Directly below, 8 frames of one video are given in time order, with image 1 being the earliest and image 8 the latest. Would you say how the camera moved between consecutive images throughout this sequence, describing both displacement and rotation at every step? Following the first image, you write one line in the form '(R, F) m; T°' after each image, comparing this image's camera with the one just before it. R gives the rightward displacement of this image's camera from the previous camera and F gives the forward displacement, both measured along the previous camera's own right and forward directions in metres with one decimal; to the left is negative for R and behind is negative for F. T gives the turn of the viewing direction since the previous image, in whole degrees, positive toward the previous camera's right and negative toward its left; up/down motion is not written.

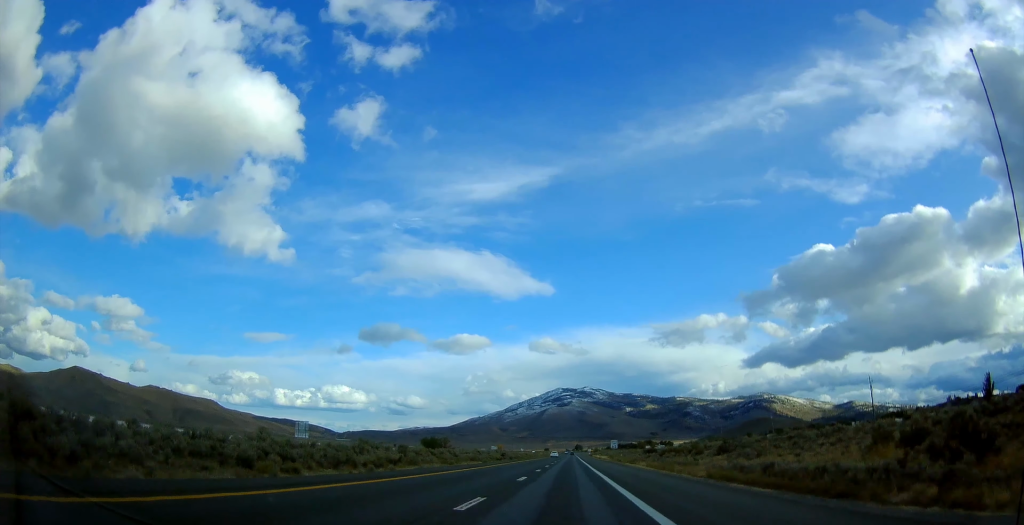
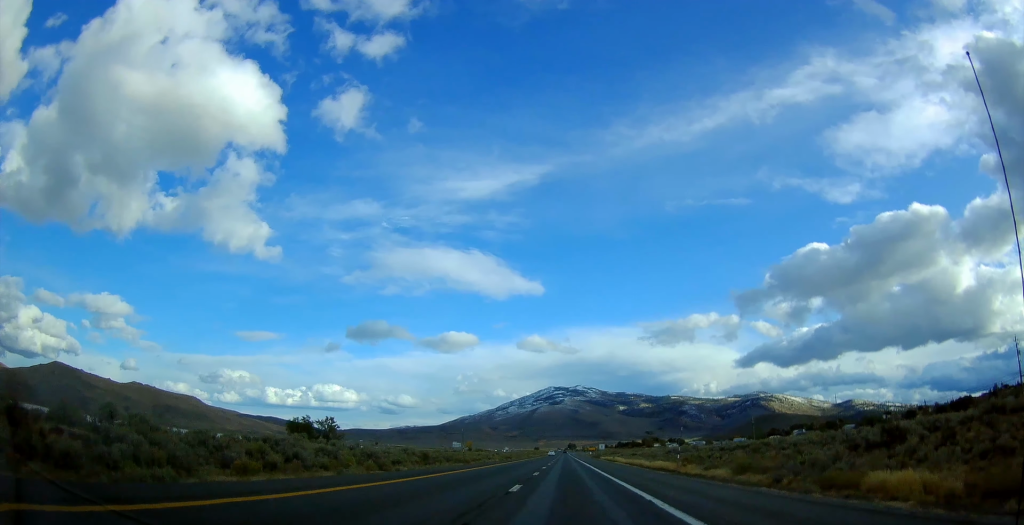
(+0.5, +125.0) m; 0°
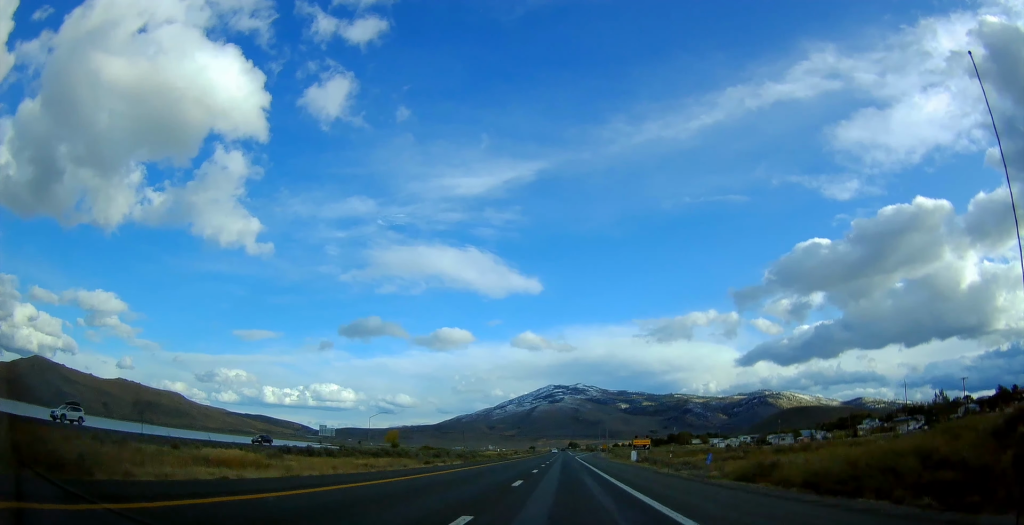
(0.0, +185.2) m; 0°
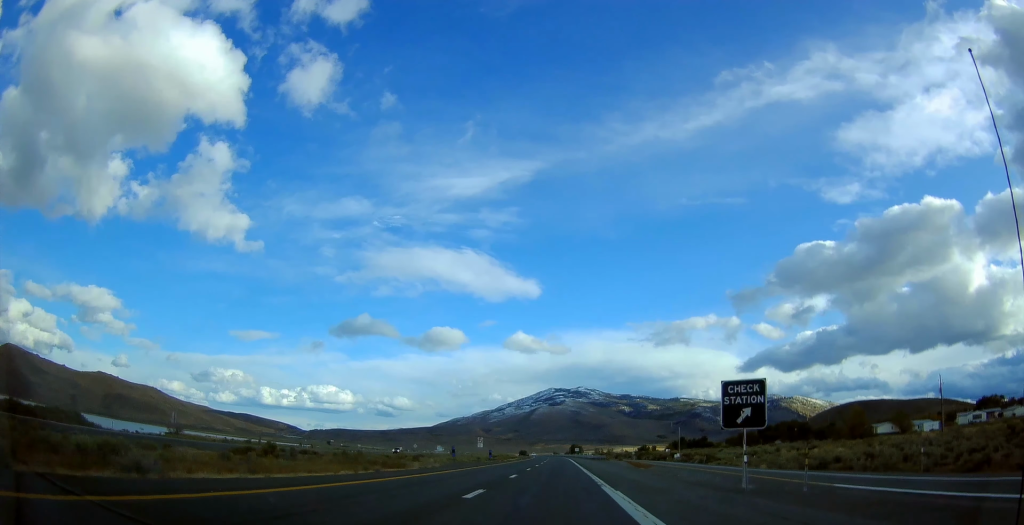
(-0.2, +266.7) m; -1°
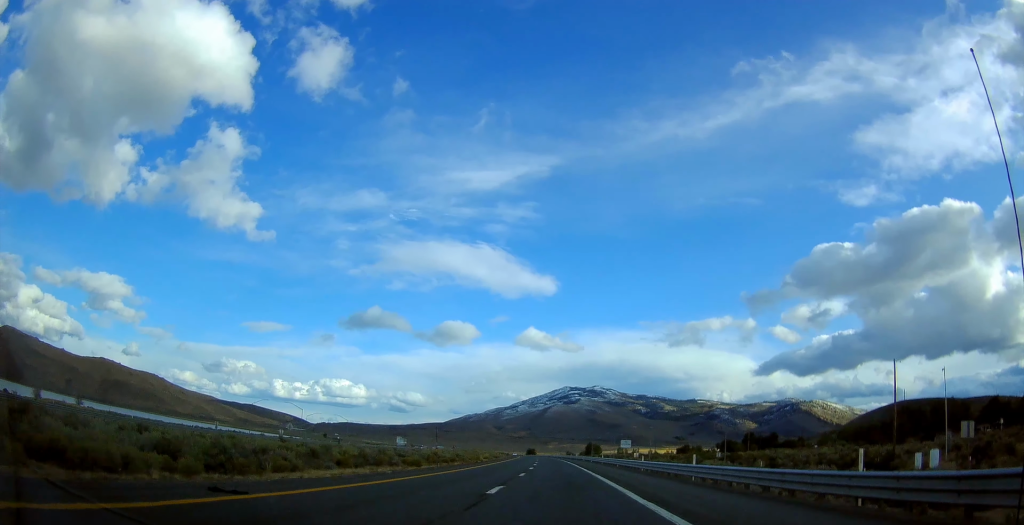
(-0.8, +122.2) m; -2°
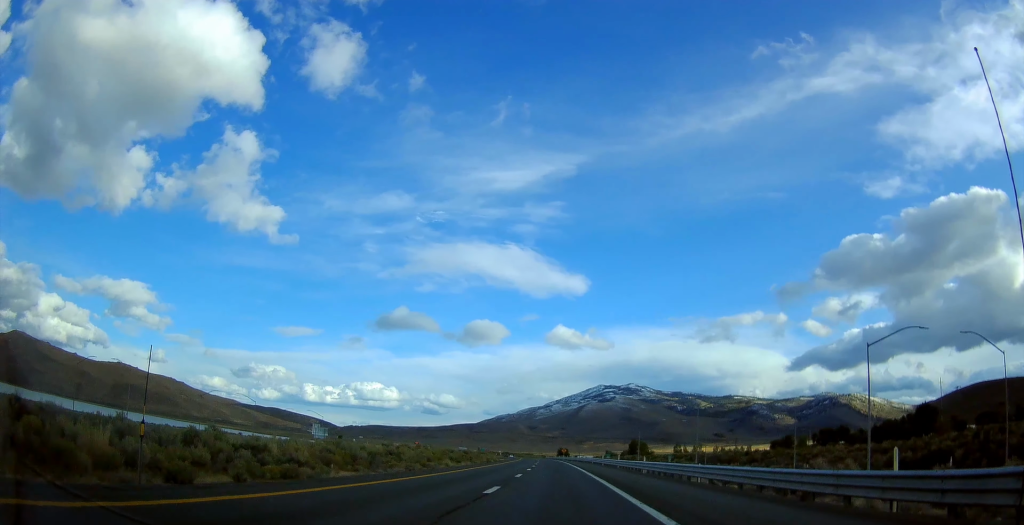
(-1.3, +122.8) m; -3°
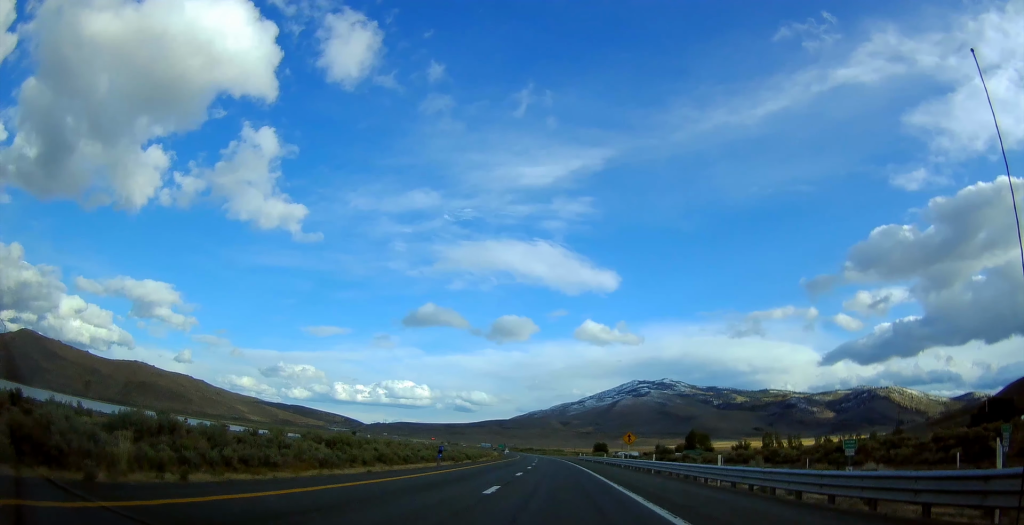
(-4.9, +127.4) m; -4°
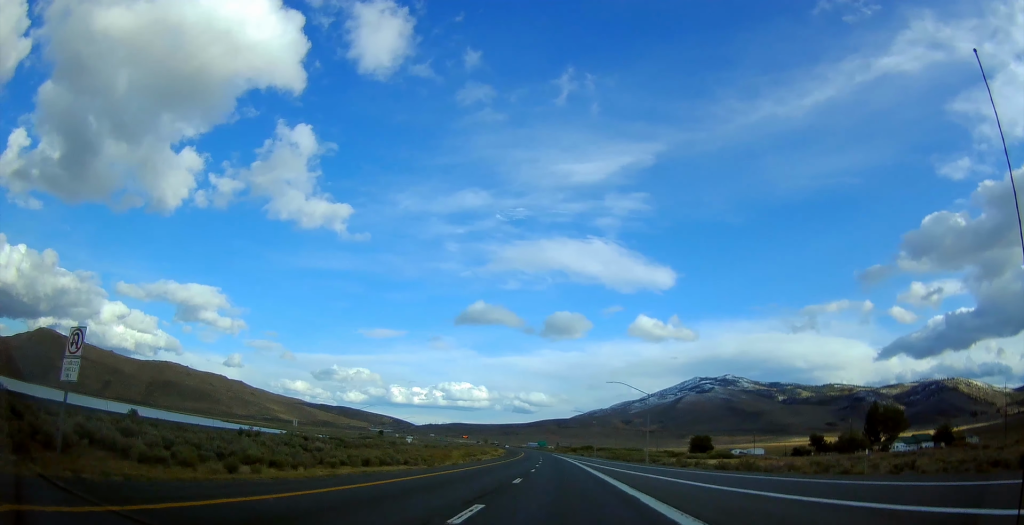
(-9.4, +210.1) m; -5°
